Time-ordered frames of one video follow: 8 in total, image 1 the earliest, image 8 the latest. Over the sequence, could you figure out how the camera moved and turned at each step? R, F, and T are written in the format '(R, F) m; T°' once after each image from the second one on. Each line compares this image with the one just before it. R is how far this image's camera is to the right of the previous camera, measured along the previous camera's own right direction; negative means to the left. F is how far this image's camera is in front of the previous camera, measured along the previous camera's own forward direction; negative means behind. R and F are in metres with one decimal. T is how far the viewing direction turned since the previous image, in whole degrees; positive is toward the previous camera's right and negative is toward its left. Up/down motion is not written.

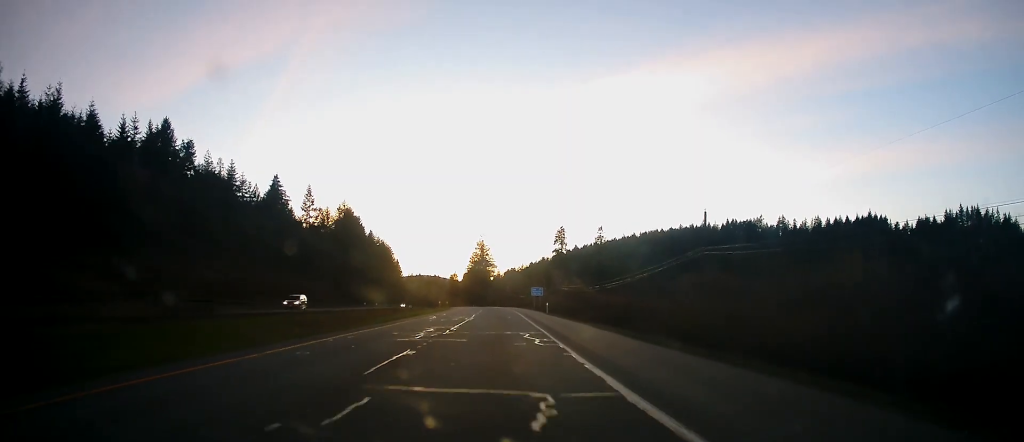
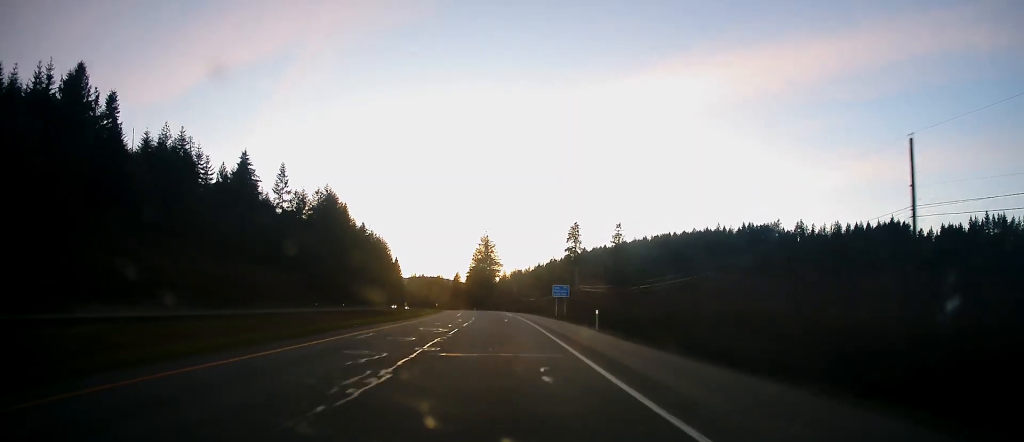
(+0.2, +31.8) m; -1°
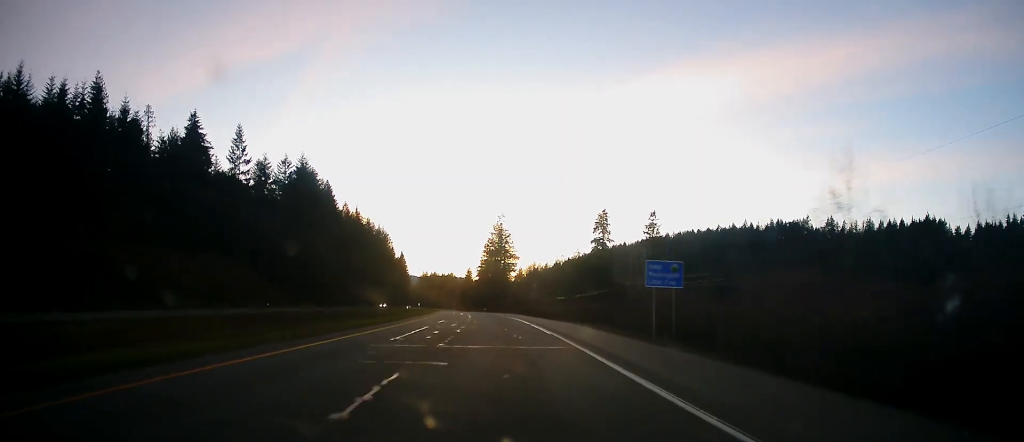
(-0.5, +38.7) m; -1°
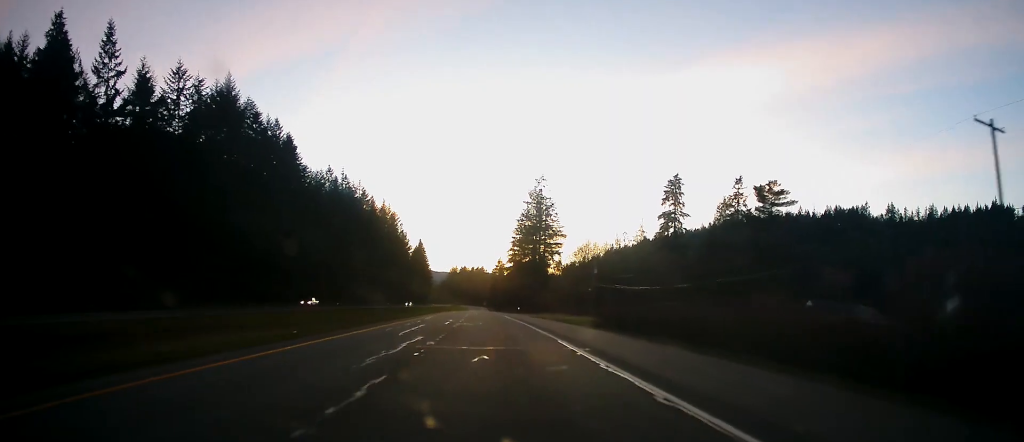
(-1.3, +62.5) m; -2°
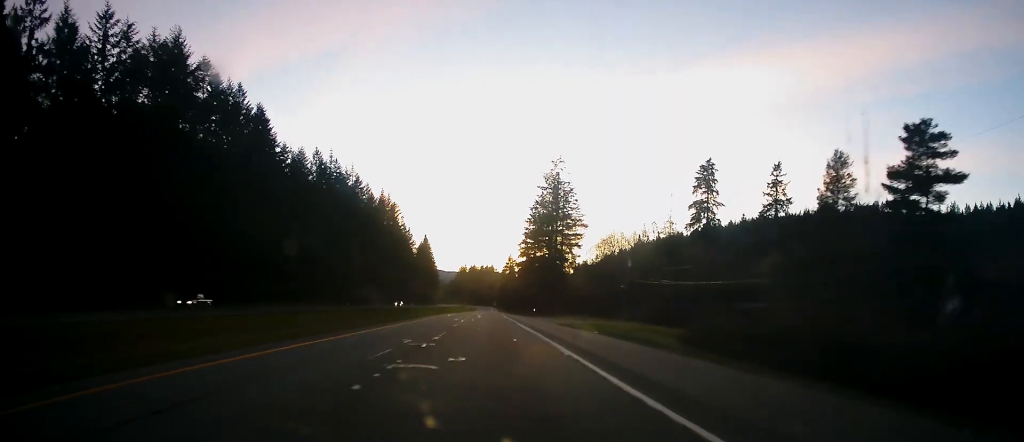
(-0.2, +21.4) m; -1°
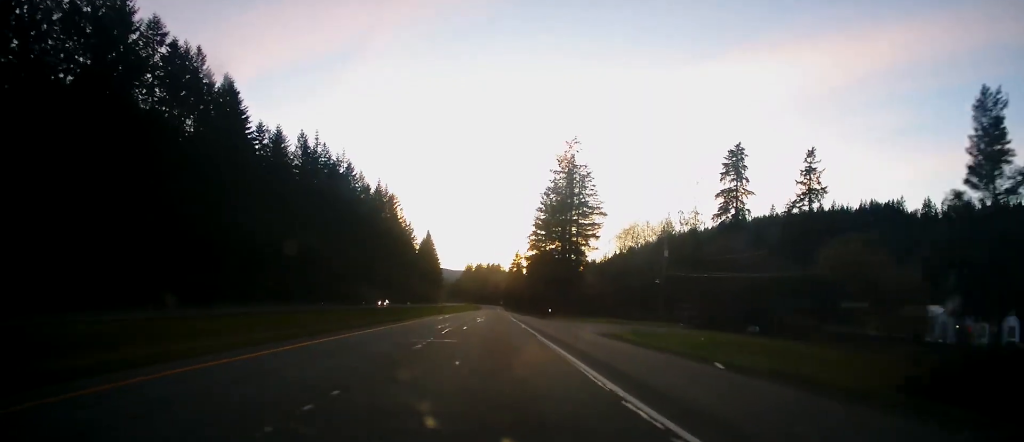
(0.0, +16.5) m; -1°
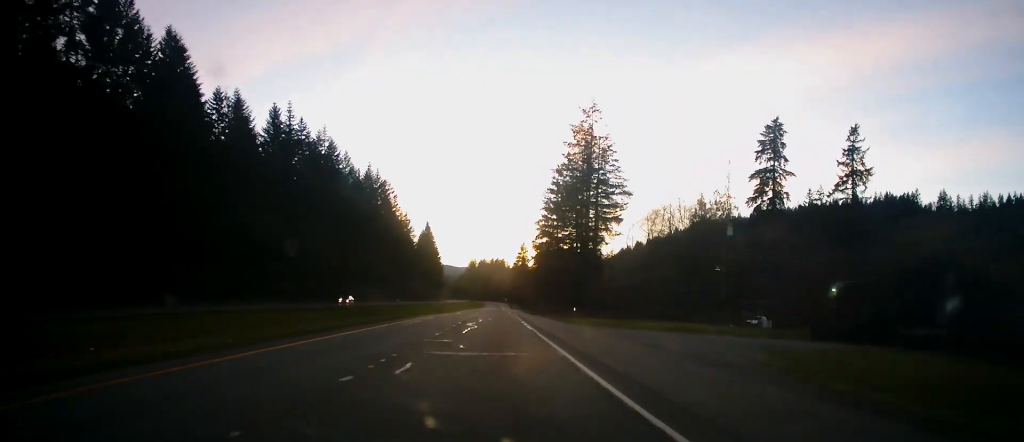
(-0.4, +19.4) m; 0°
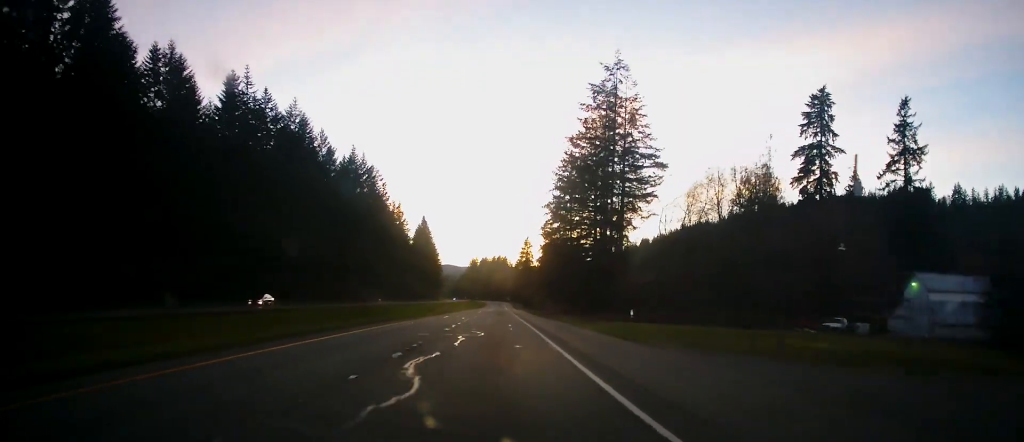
(0.0, +20.4) m; 0°
